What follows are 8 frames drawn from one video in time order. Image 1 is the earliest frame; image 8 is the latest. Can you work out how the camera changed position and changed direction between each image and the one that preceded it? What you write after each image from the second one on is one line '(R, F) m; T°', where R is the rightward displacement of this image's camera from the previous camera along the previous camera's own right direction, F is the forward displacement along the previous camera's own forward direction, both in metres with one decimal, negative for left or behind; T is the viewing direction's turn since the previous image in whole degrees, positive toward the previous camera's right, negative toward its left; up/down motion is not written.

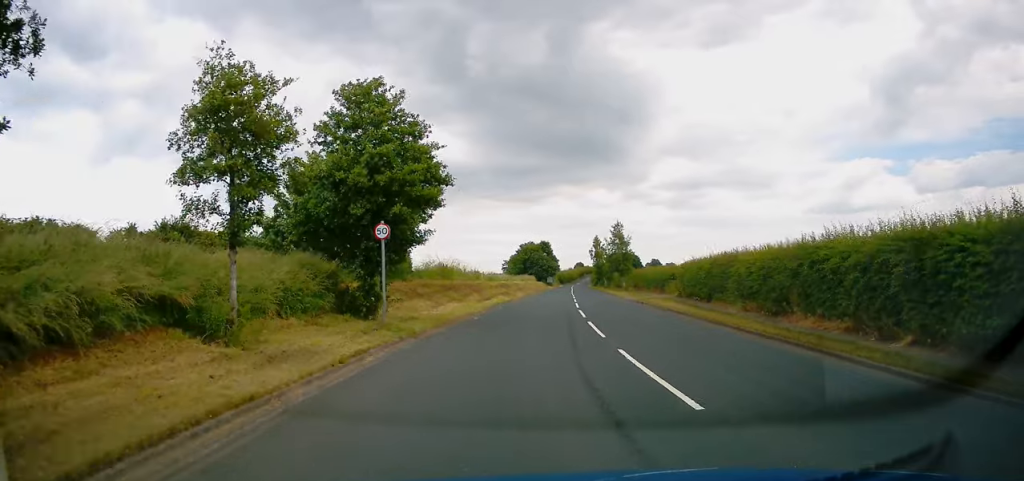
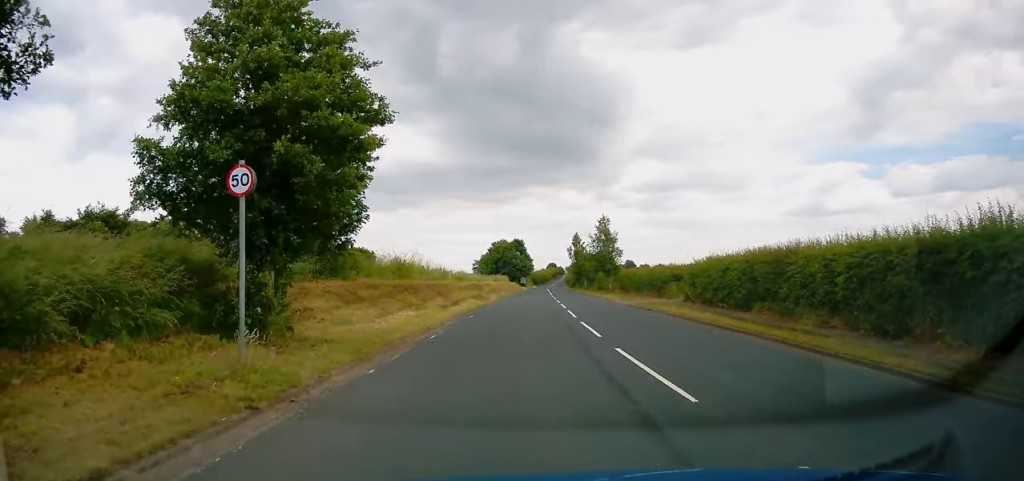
(+0.2, +8.5) m; +2°
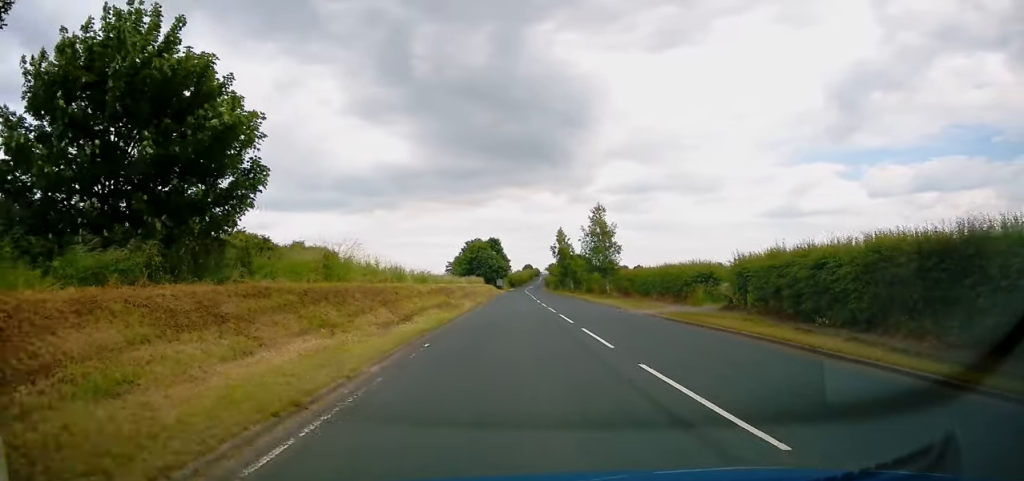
(+0.5, +10.7) m; +3°
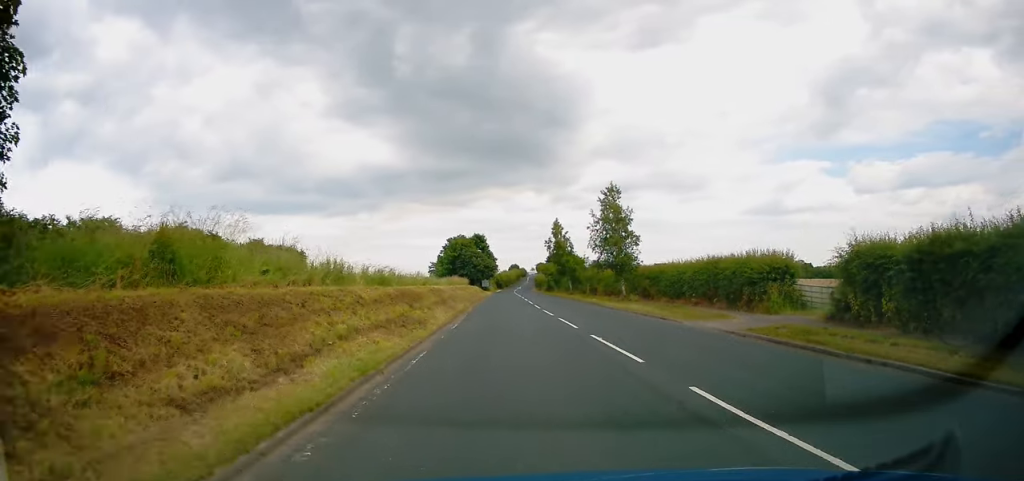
(0.0, +11.1) m; 0°
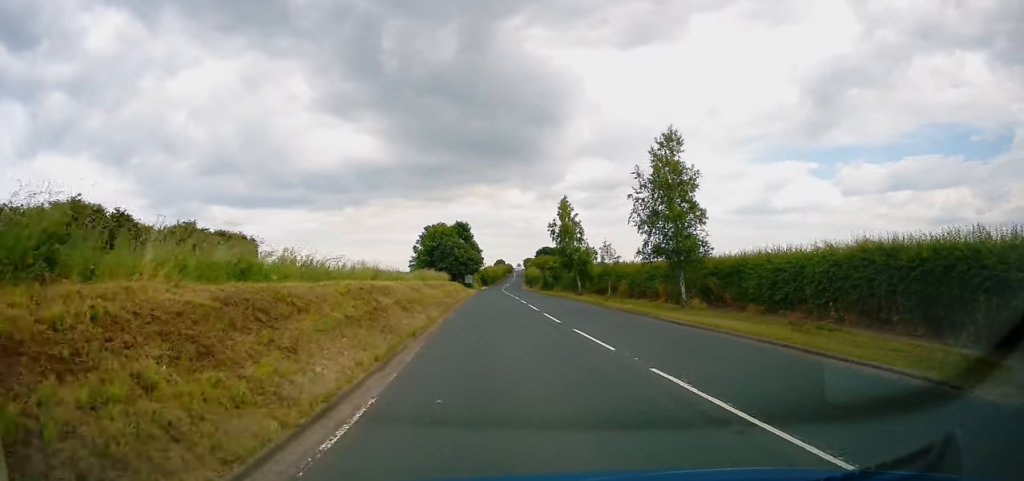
(0.0, +15.2) m; +2°
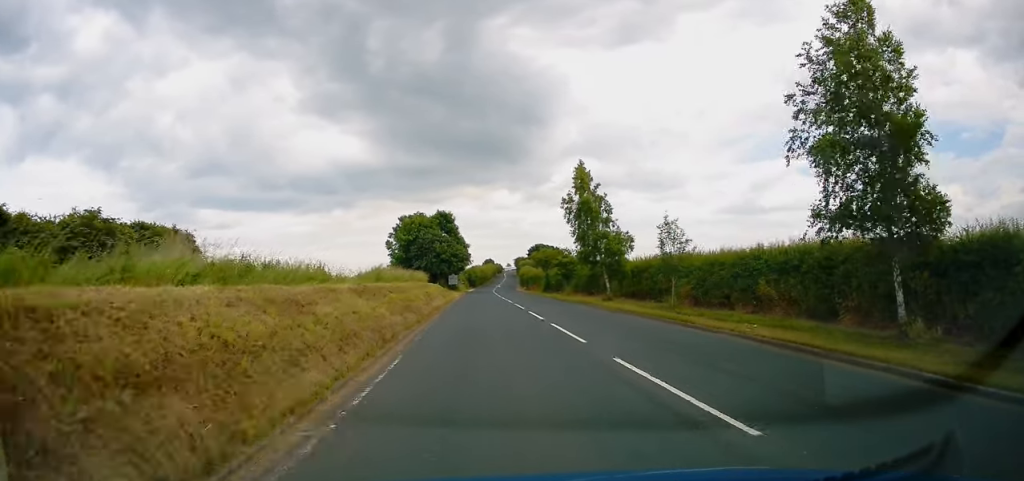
(+0.5, +15.8) m; +2°
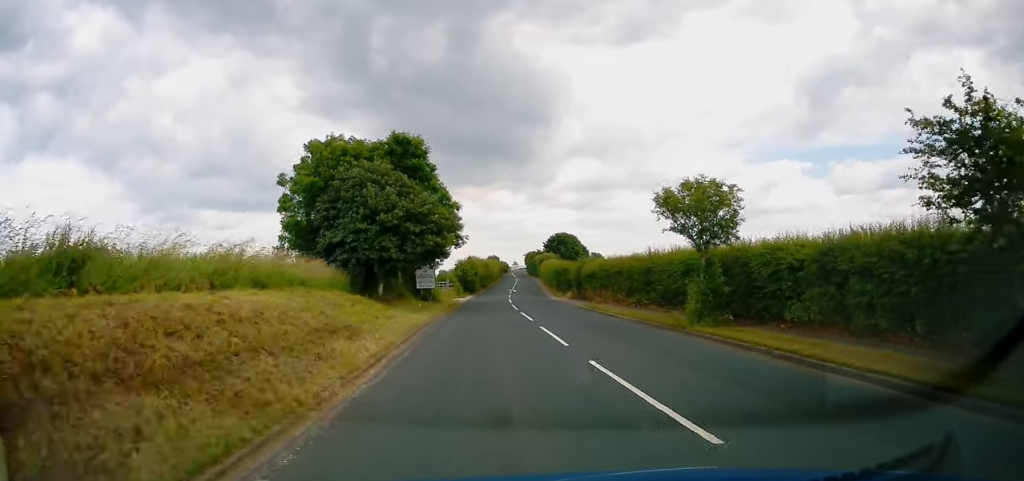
(+0.3, +43.0) m; -1°
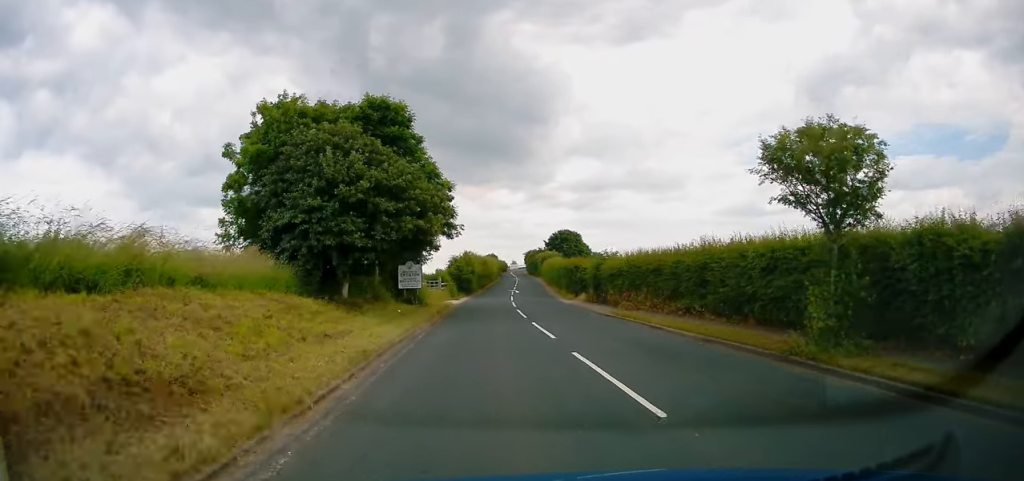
(-0.1, +7.4) m; 0°
